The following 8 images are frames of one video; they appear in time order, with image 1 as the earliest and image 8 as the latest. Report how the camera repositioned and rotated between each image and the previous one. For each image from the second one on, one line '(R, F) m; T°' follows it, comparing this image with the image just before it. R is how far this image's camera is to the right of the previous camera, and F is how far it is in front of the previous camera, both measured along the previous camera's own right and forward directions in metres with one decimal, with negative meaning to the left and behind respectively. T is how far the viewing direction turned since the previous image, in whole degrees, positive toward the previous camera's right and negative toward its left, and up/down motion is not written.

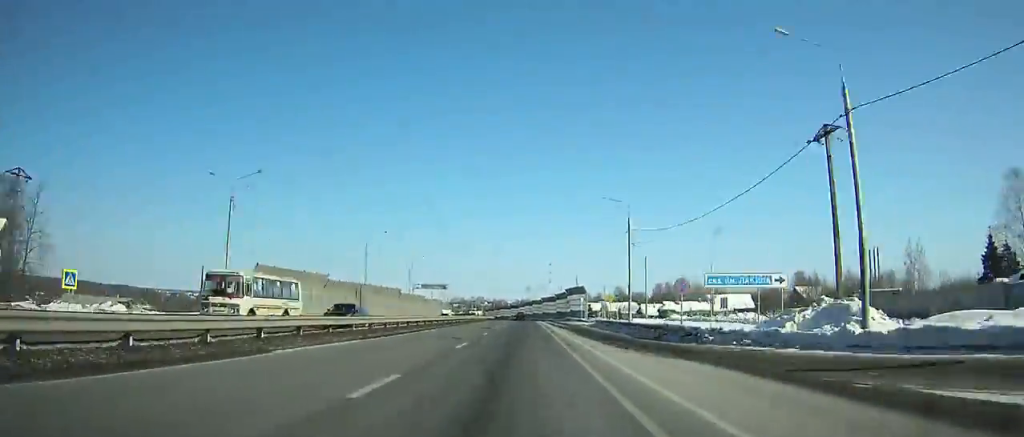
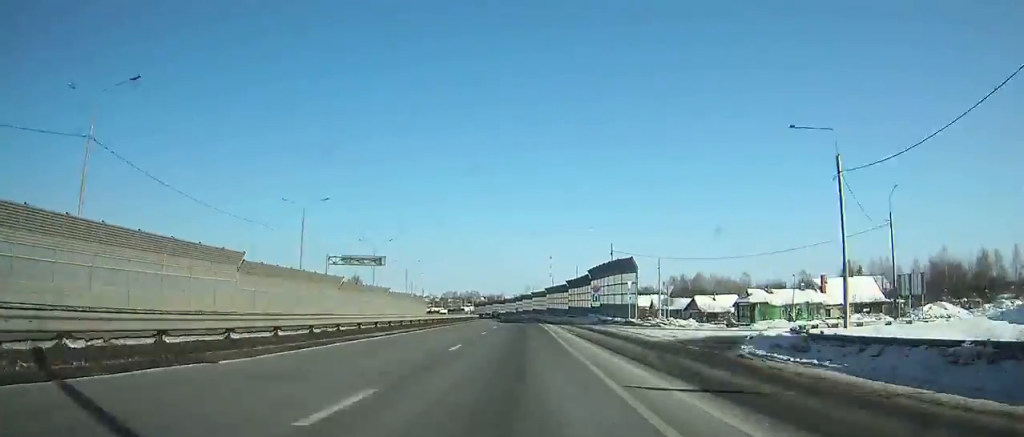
(-0.2, +50.0) m; -1°
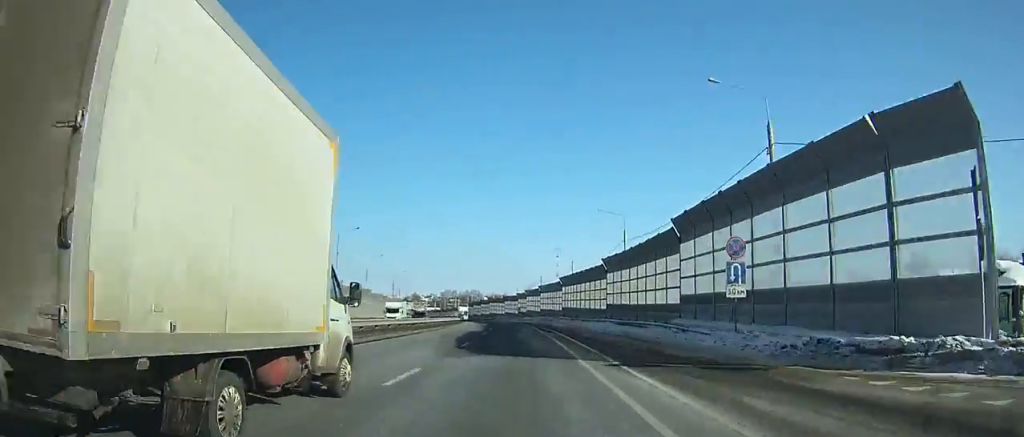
(-0.3, +45.3) m; -1°
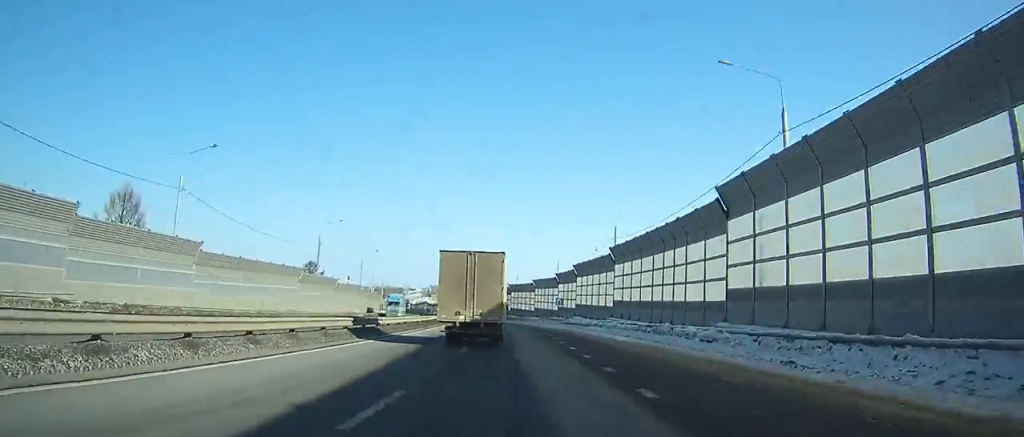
(-1.2, +64.2) m; -4°
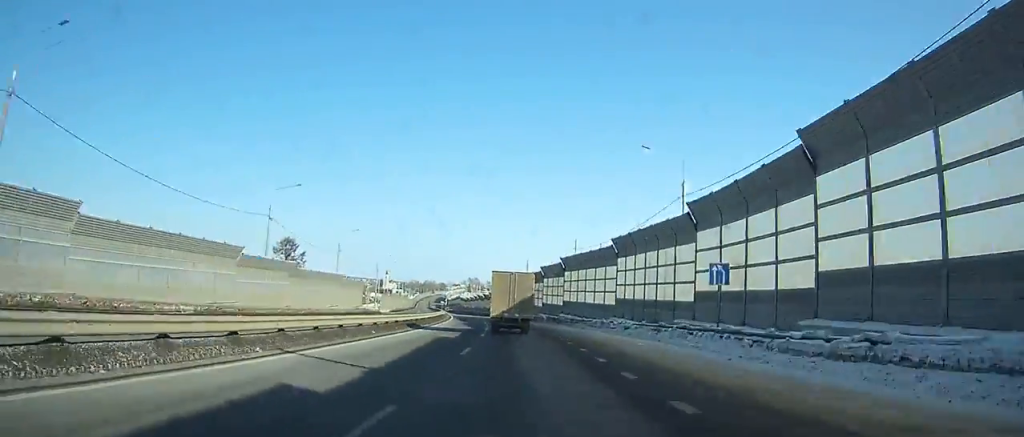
(-1.7, +49.7) m; -4°
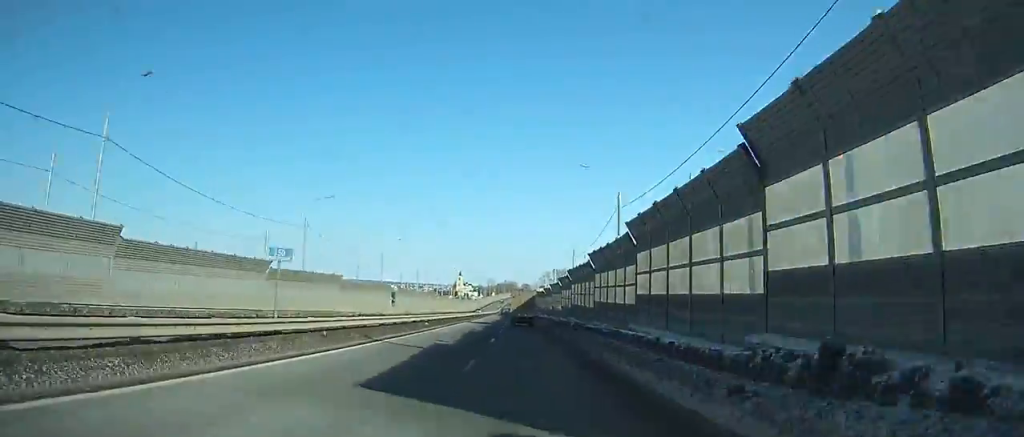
(-8.6, +111.7) m; -7°
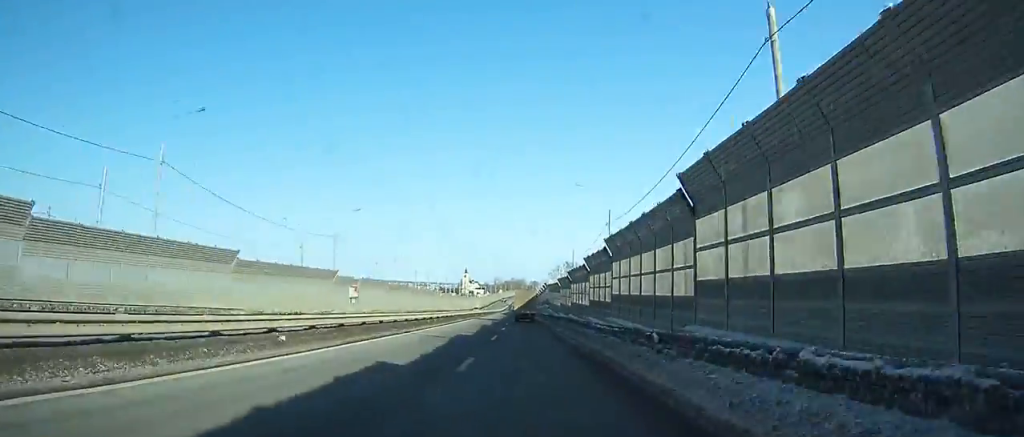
(-0.2, +25.0) m; -1°
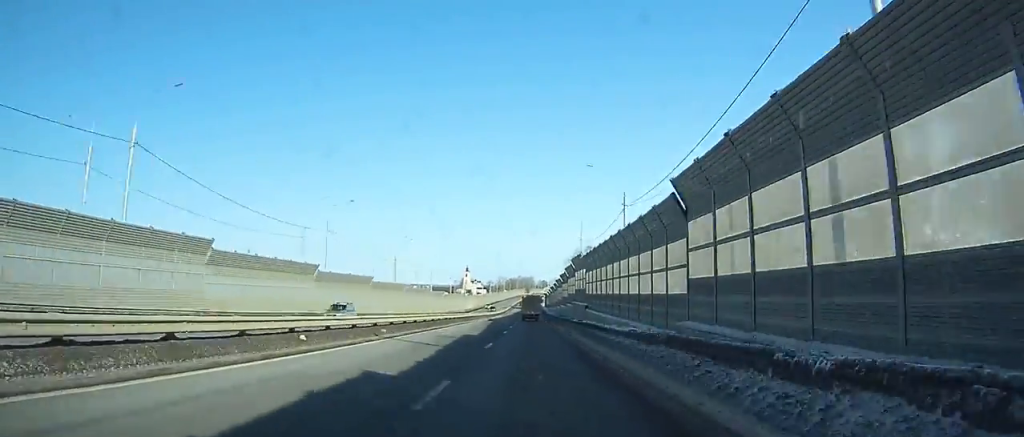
(-0.7, +65.8) m; -1°
